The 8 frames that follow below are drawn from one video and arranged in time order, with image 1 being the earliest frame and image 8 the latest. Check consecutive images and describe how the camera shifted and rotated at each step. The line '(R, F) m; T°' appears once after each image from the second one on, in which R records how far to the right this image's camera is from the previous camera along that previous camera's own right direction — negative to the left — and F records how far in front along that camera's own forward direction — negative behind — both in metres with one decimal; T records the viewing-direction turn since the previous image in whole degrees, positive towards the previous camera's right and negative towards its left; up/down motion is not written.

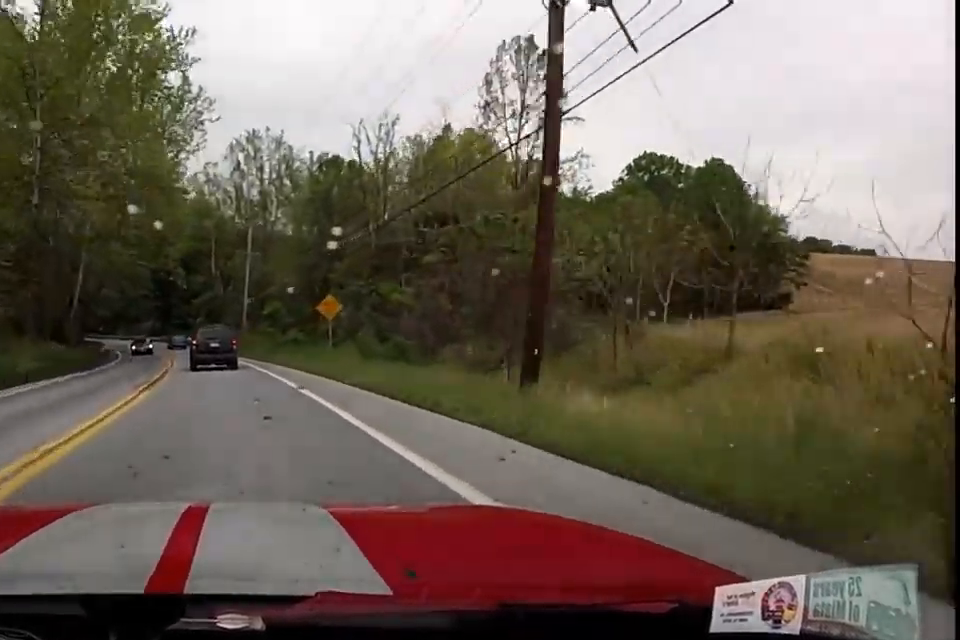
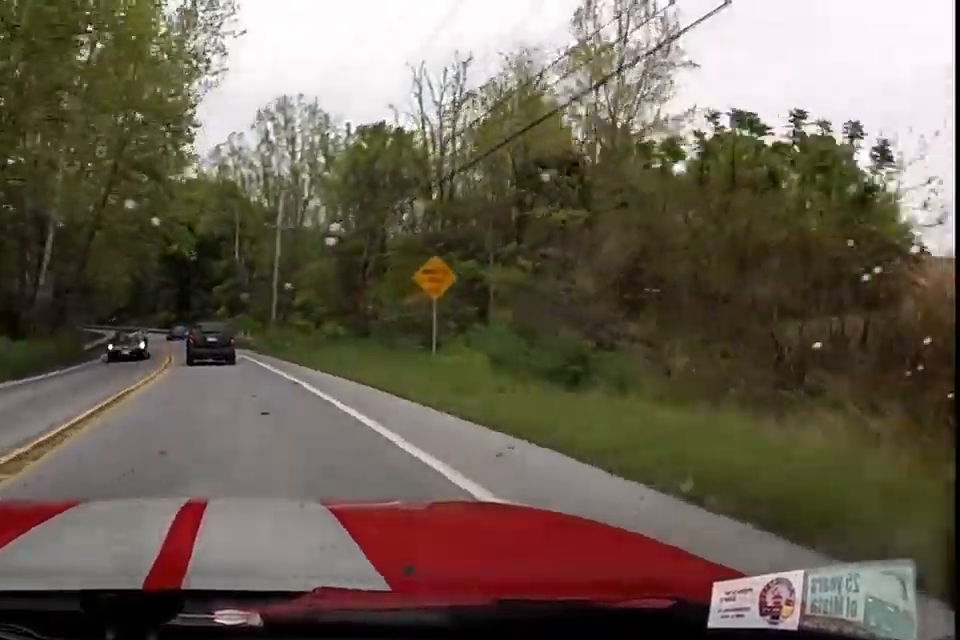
(-0.1, +12.0) m; -2°
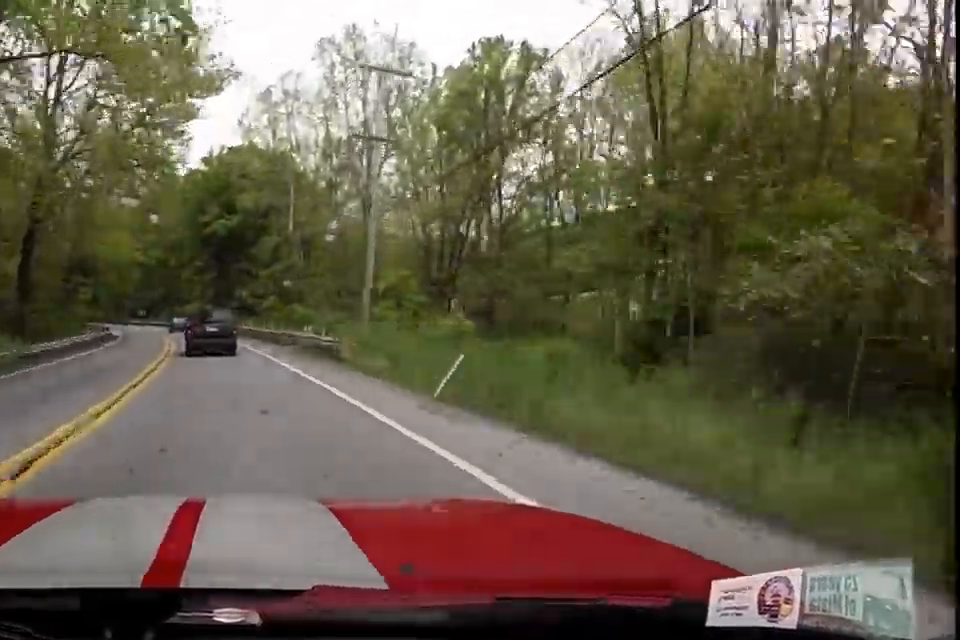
(-0.4, +20.9) m; -6°
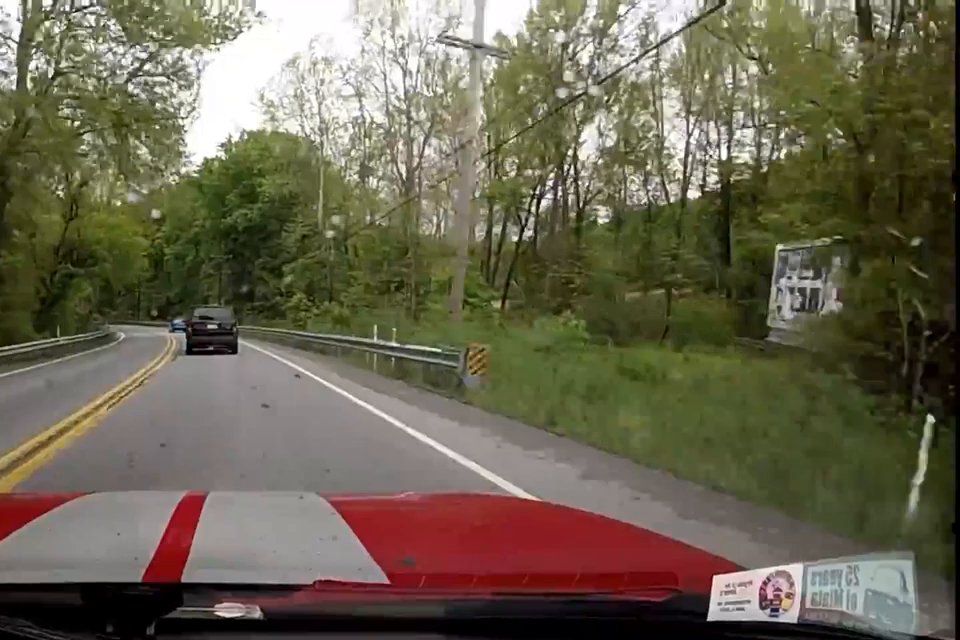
(-0.1, +9.0) m; -5°
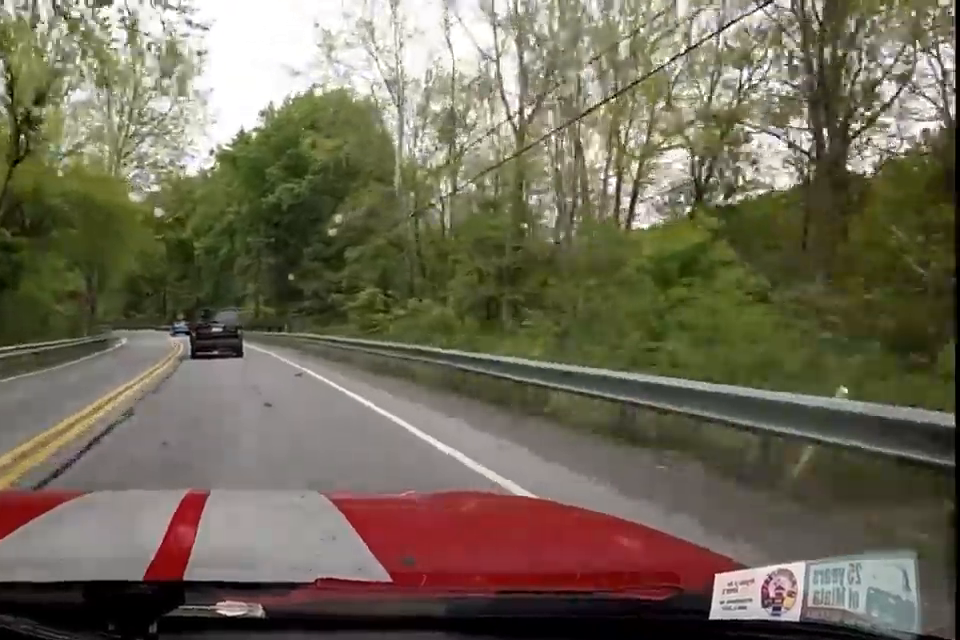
(-1.6, +17.0) m; -8°
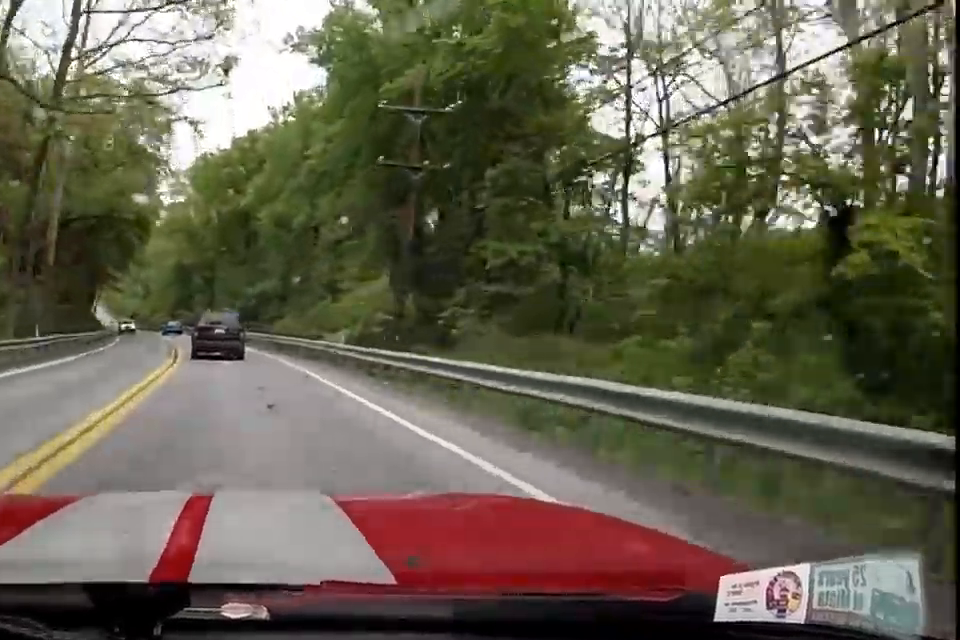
(-2.5, +32.3) m; -4°
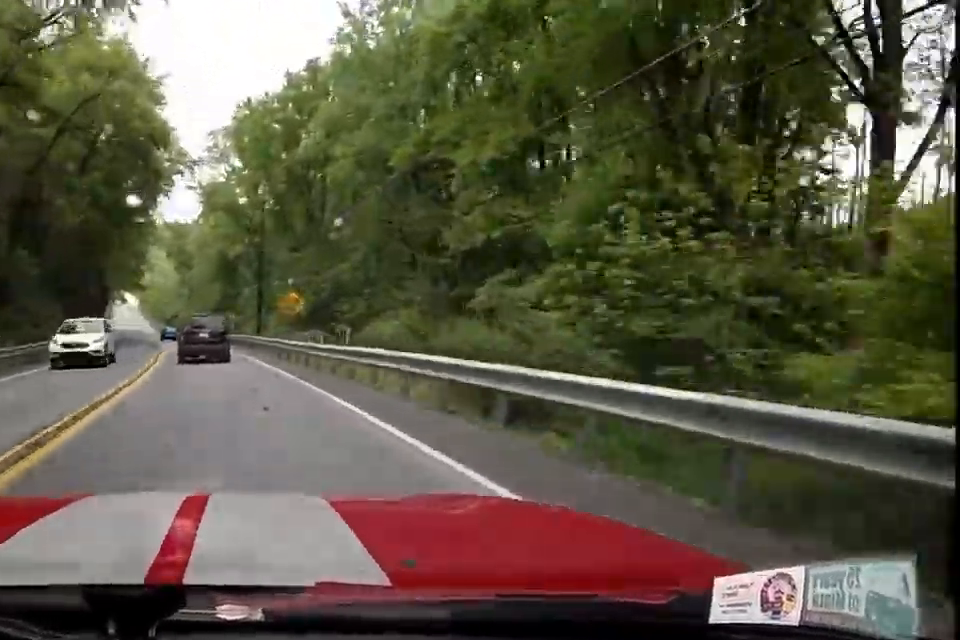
(0.0, +25.8) m; 0°
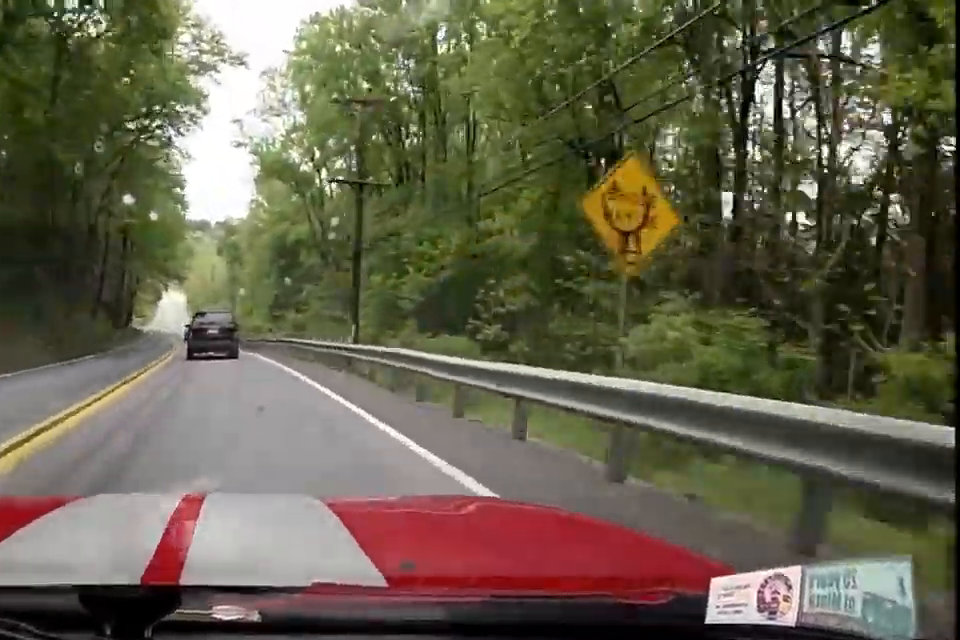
(0.0, +20.8) m; -1°
